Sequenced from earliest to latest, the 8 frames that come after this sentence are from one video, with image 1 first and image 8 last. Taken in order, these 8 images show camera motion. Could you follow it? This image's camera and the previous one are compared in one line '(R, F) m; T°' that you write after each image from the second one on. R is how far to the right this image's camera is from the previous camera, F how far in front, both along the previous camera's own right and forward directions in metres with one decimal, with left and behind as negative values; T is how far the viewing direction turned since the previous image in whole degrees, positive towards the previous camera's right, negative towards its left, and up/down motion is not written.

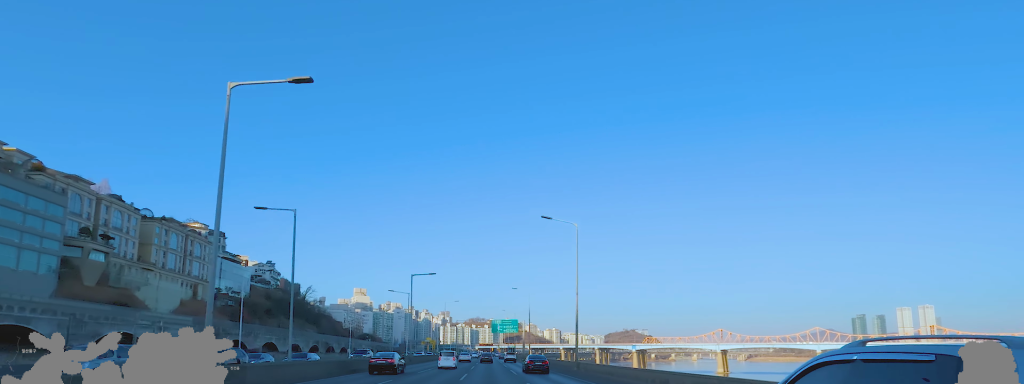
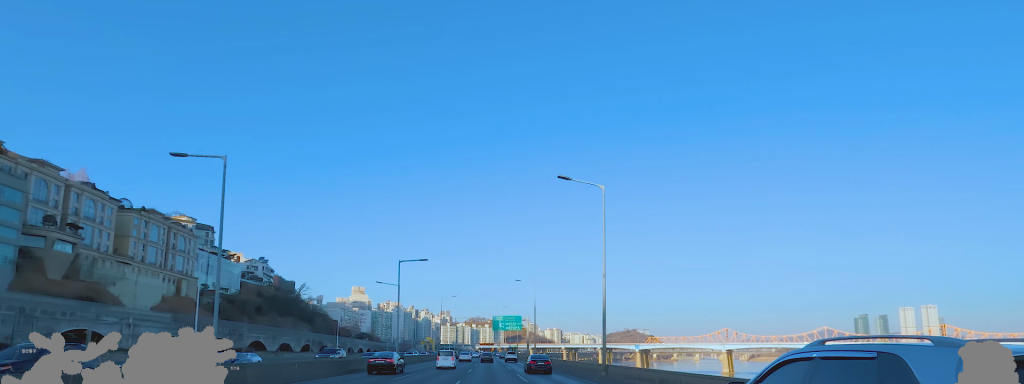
(0.0, +9.9) m; 0°
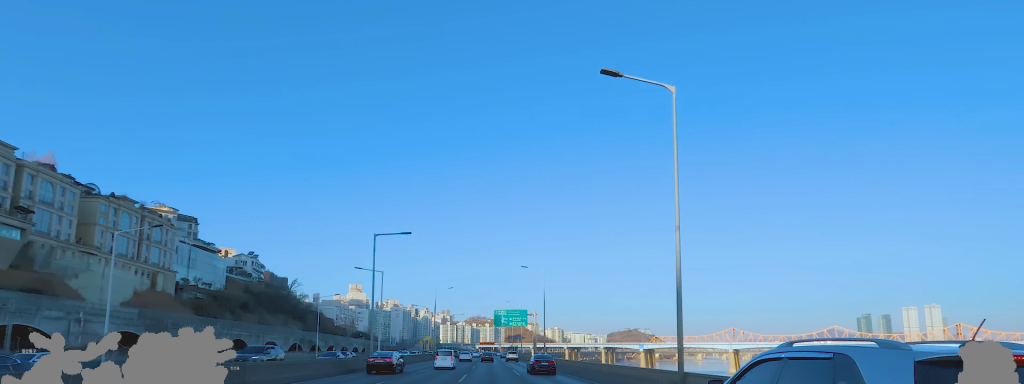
(0.0, +12.7) m; 0°
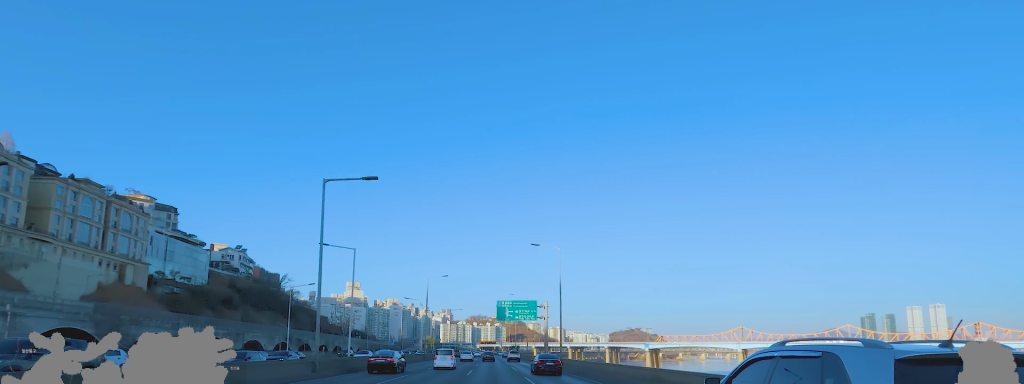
(0.0, +14.0) m; 0°
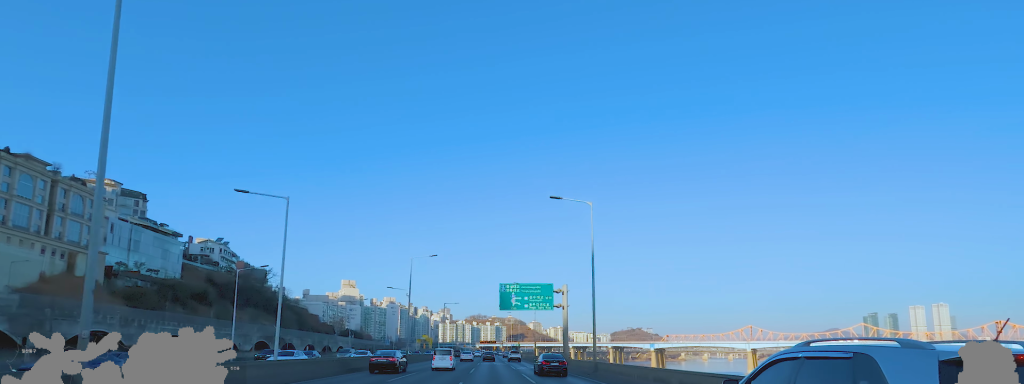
(0.0, +16.8) m; 0°
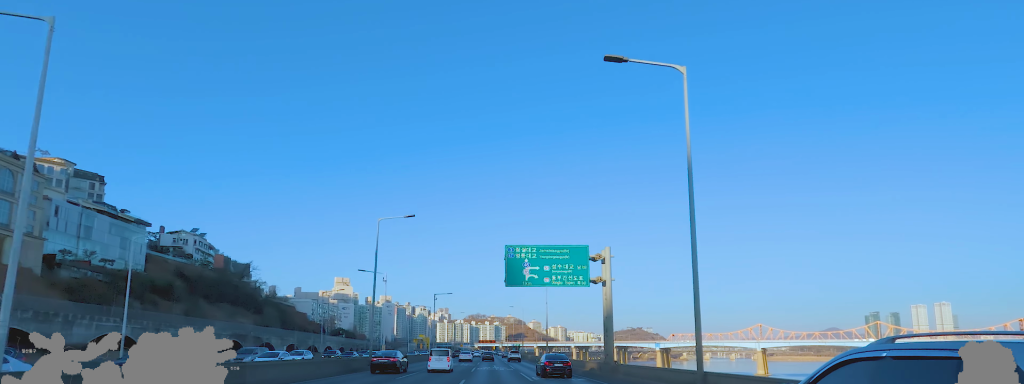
(0.0, +18.3) m; 0°
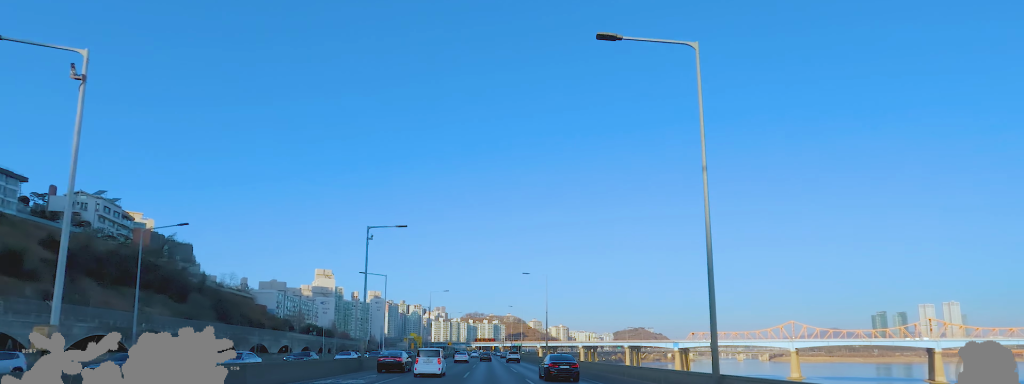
(0.0, +50.0) m; 0°
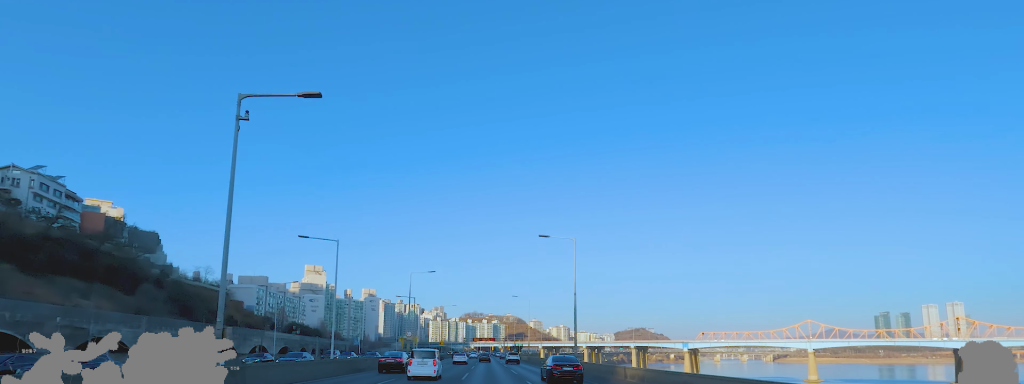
(0.0, +22.2) m; -2°
